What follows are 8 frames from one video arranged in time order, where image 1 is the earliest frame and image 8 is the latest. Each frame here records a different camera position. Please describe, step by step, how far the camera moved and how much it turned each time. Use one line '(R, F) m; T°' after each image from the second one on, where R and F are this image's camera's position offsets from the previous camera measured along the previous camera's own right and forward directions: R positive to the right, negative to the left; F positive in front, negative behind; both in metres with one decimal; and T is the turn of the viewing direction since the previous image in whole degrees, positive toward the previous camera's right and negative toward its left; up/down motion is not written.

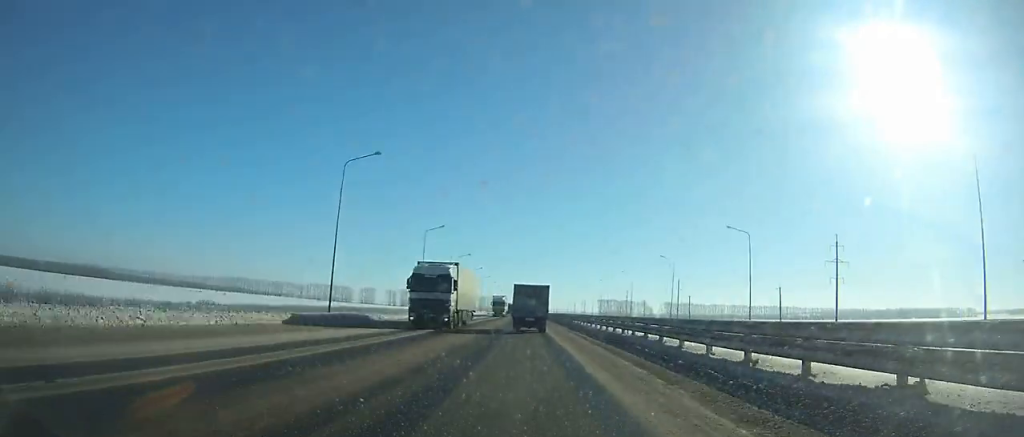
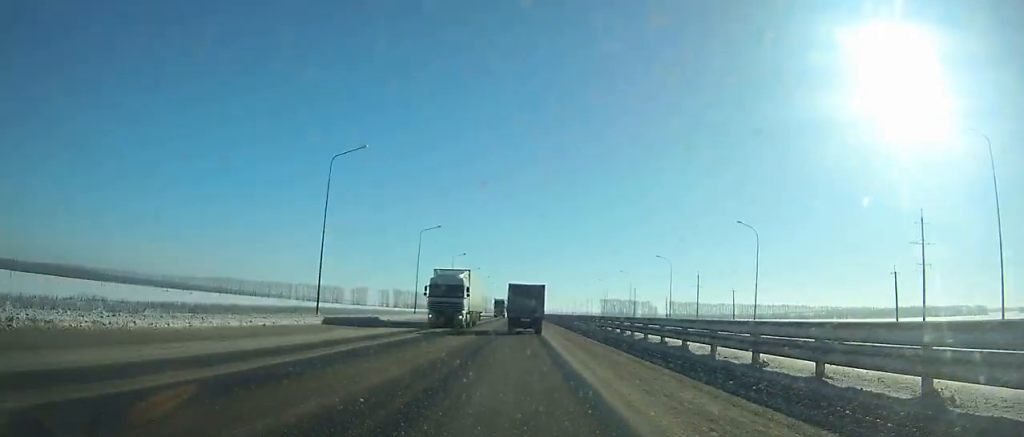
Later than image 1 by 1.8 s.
(-0.3, +36.0) m; 0°
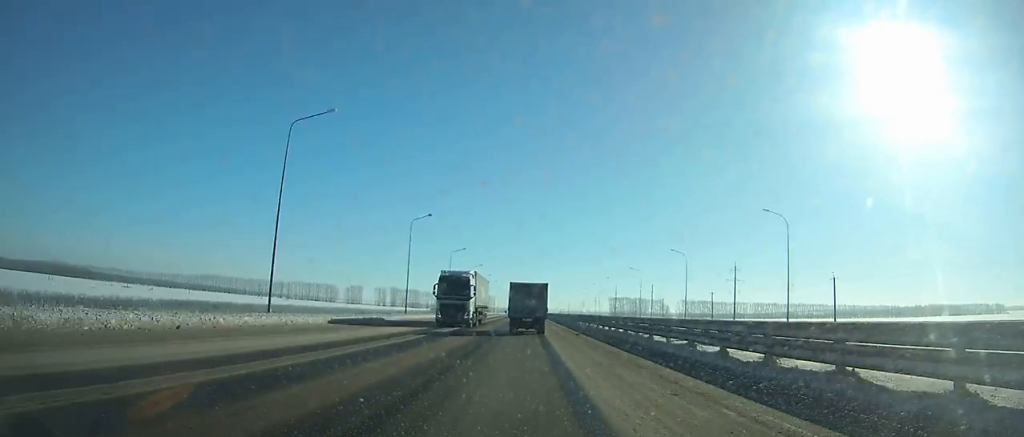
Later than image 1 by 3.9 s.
(-0.2, +42.0) m; 0°
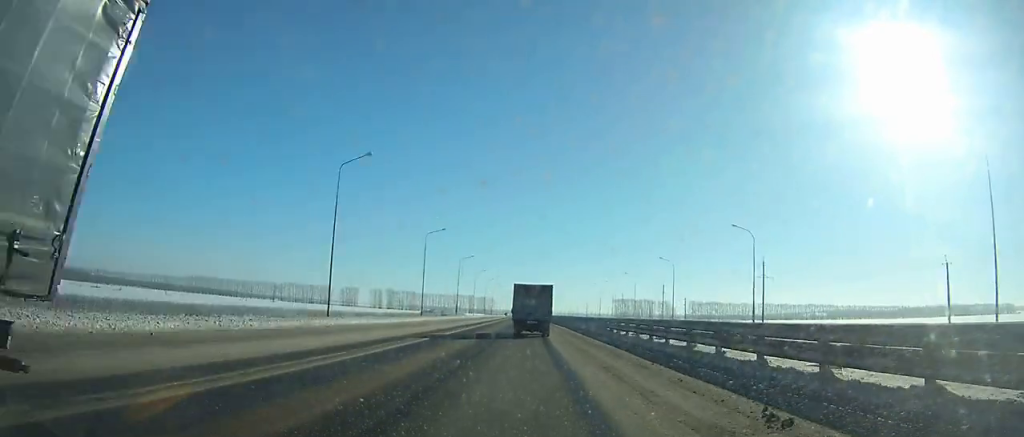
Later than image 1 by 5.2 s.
(-0.1, +25.9) m; 0°
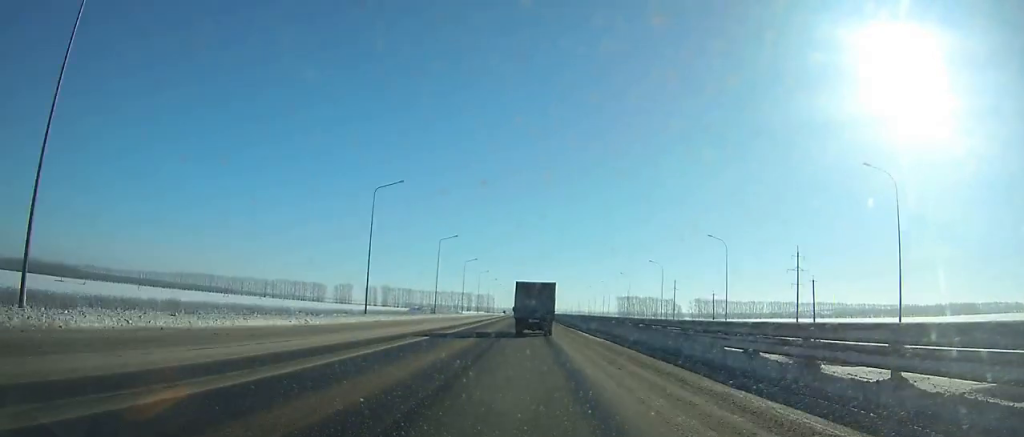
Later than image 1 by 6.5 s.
(0.0, +25.8) m; 0°
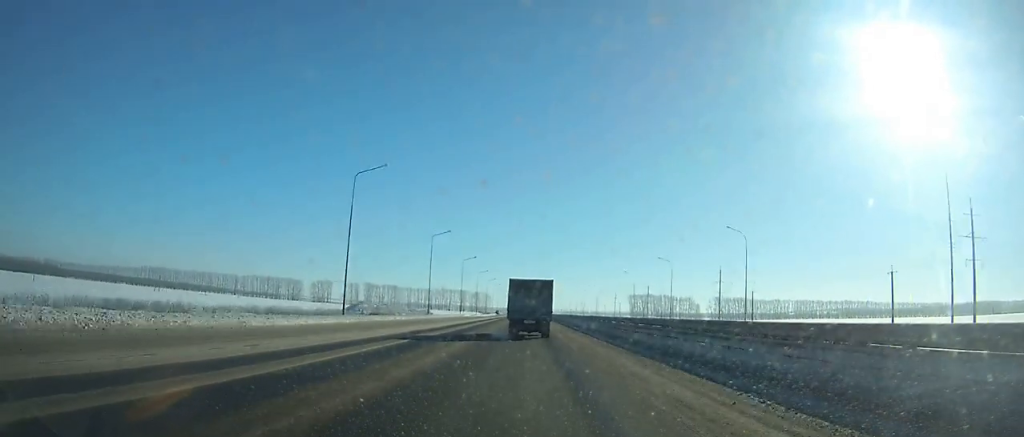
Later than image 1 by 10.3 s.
(0.0, +74.2) m; 0°
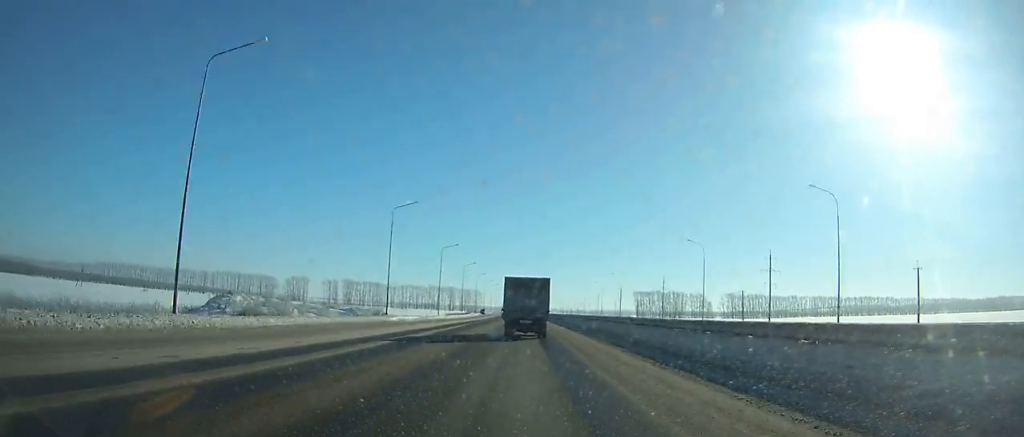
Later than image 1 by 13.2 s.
(0.0, +55.6) m; 0°
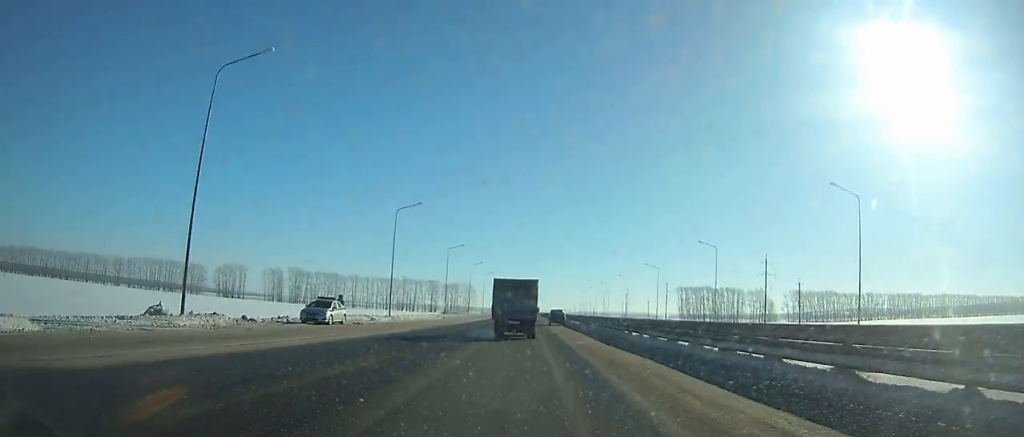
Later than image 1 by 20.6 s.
(-0.5, +138.3) m; -1°
